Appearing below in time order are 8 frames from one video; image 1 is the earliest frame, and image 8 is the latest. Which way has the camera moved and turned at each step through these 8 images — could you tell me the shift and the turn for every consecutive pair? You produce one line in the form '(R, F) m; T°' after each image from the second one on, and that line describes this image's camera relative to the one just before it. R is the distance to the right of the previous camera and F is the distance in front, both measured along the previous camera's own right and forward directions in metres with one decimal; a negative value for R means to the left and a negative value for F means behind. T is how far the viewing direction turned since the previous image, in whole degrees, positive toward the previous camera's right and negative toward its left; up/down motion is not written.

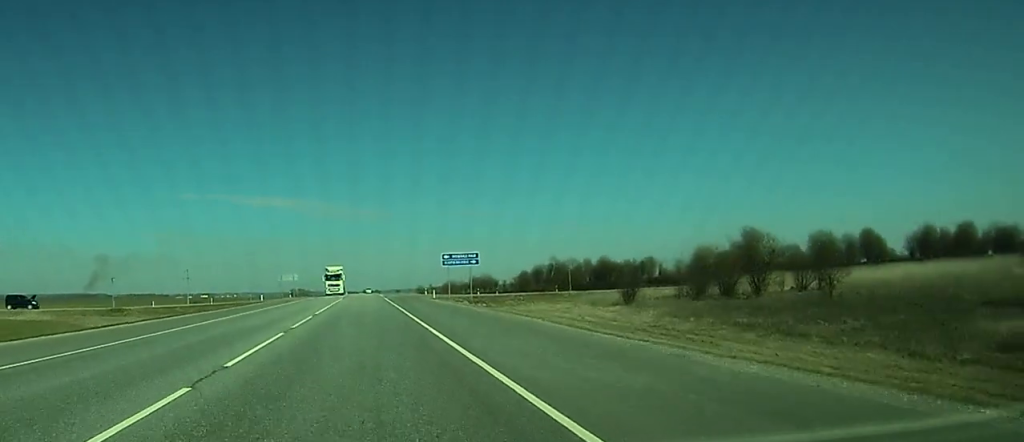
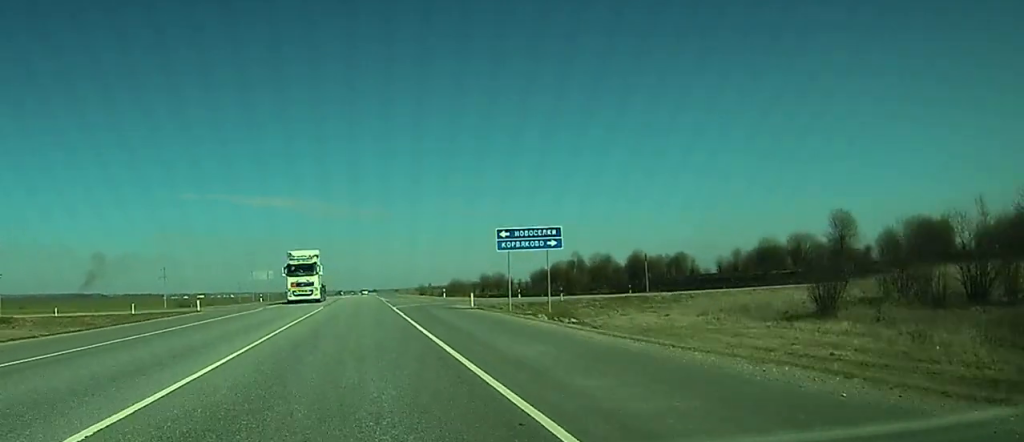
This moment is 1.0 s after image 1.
(+0.2, +32.3) m; +1°
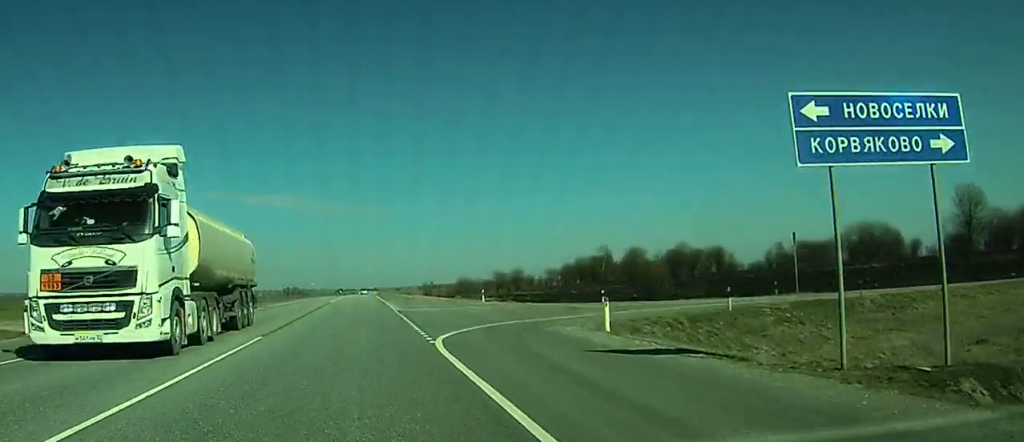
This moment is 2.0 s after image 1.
(+0.2, +29.6) m; 0°
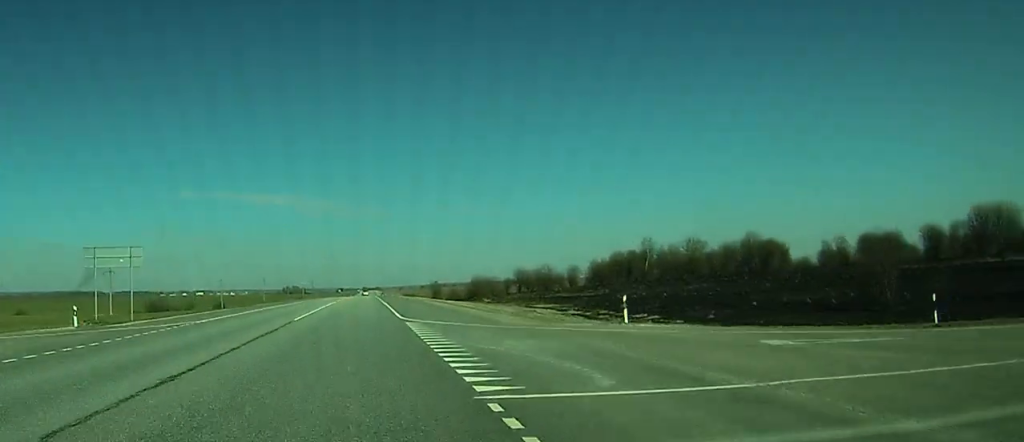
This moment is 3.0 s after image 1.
(+0.1, +33.0) m; +1°
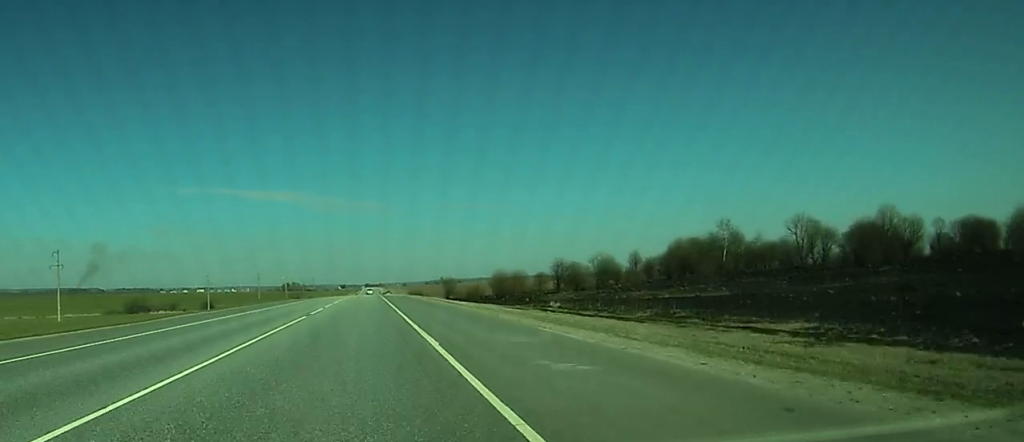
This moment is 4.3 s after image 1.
(+0.8, +40.4) m; +1°
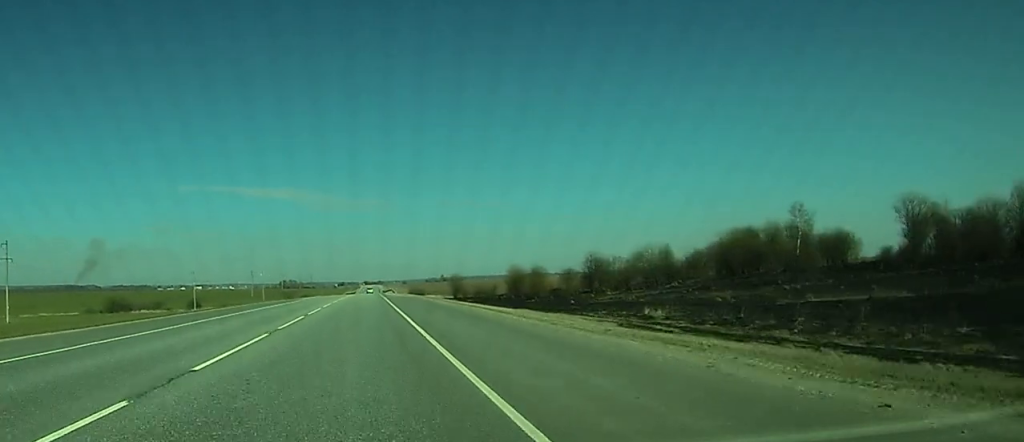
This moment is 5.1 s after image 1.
(-0.2, +26.5) m; -1°
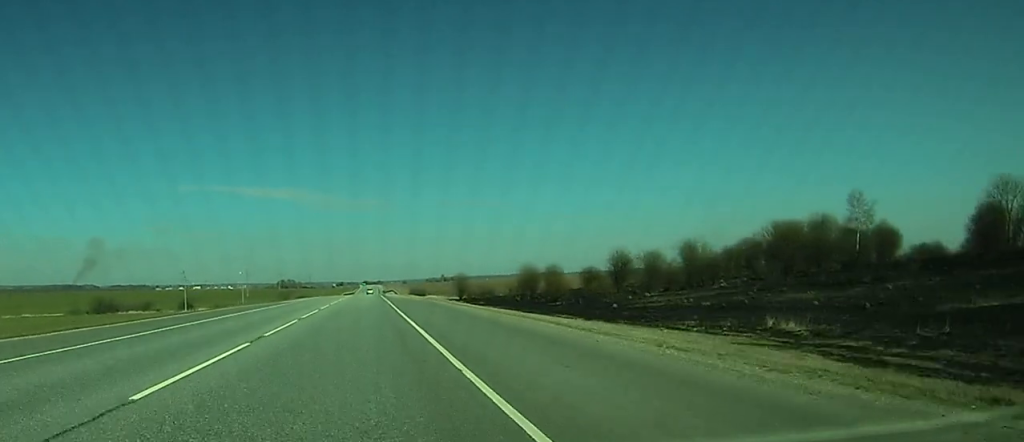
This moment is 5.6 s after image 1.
(-0.3, +15.8) m; -1°
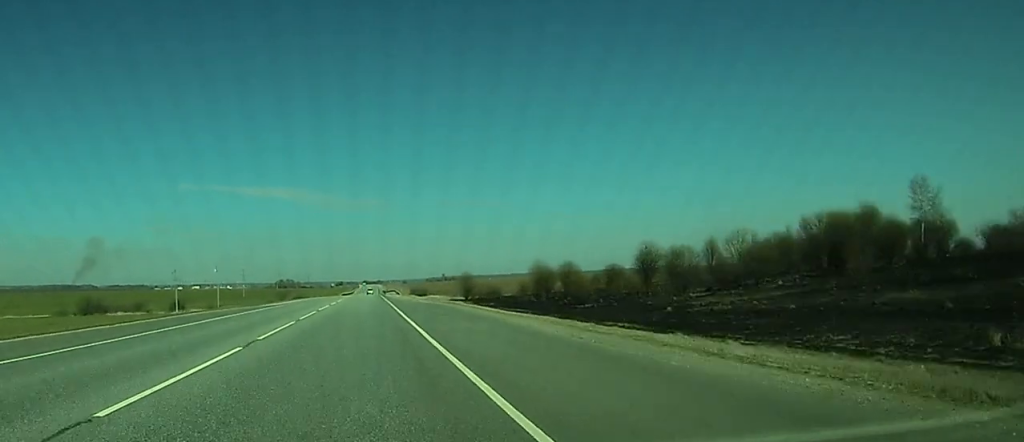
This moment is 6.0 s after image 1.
(-0.1, +13.7) m; 0°
